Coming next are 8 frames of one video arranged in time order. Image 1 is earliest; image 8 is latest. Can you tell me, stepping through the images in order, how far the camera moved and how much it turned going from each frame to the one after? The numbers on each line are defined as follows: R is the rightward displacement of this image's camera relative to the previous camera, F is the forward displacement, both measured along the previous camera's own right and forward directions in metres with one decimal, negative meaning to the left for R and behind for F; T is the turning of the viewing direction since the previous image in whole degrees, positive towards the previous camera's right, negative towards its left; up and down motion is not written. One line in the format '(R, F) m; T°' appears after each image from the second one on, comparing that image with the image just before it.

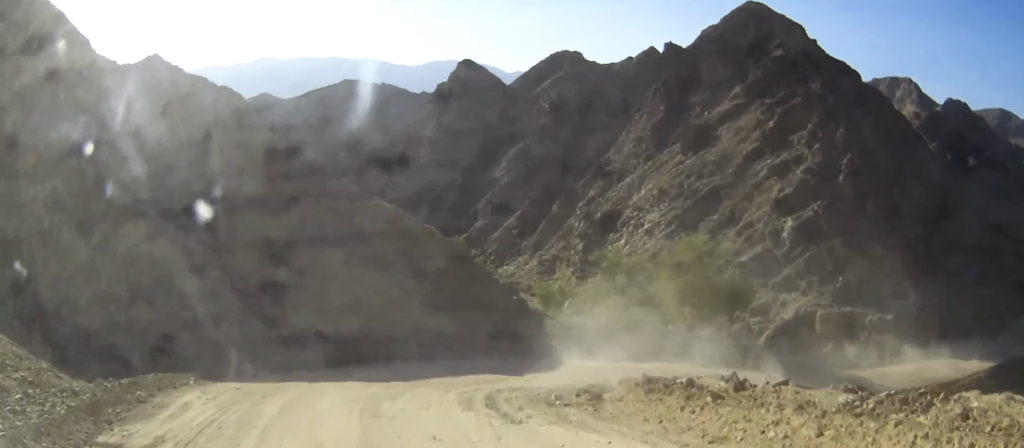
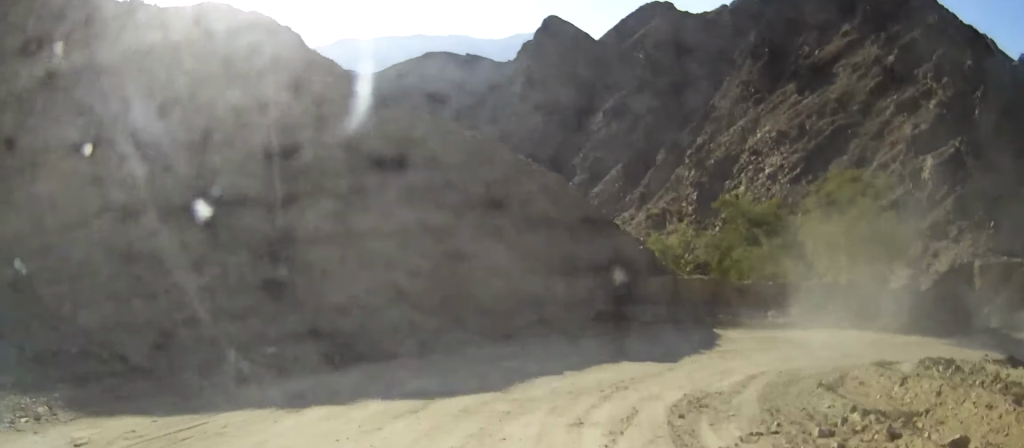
(-0.7, +11.2) m; +1°
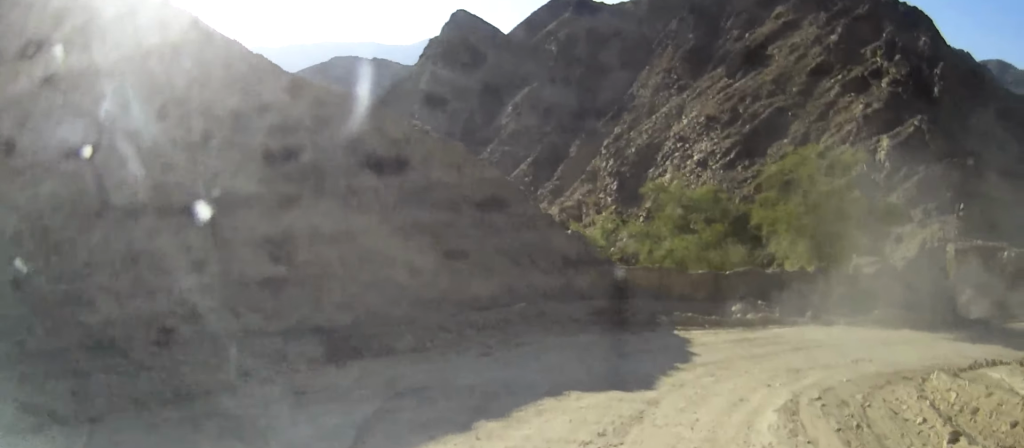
(+0.6, +7.0) m; +14°
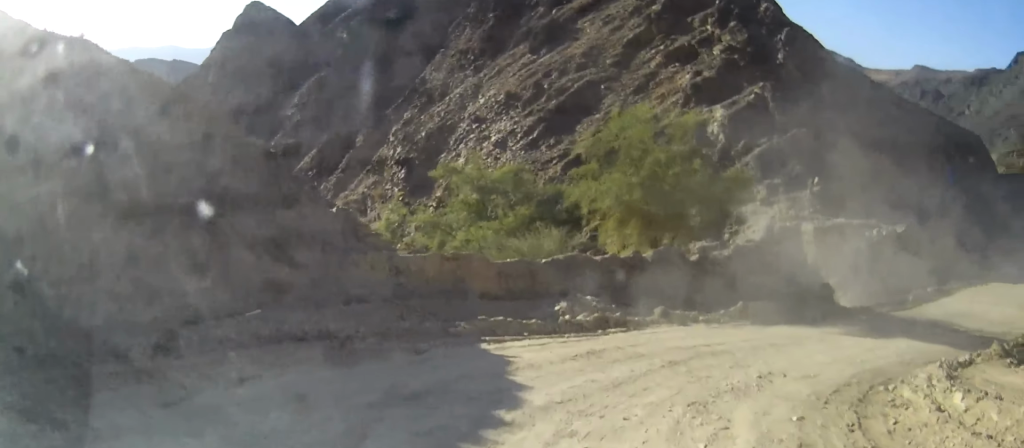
(+0.9, +6.4) m; +17°
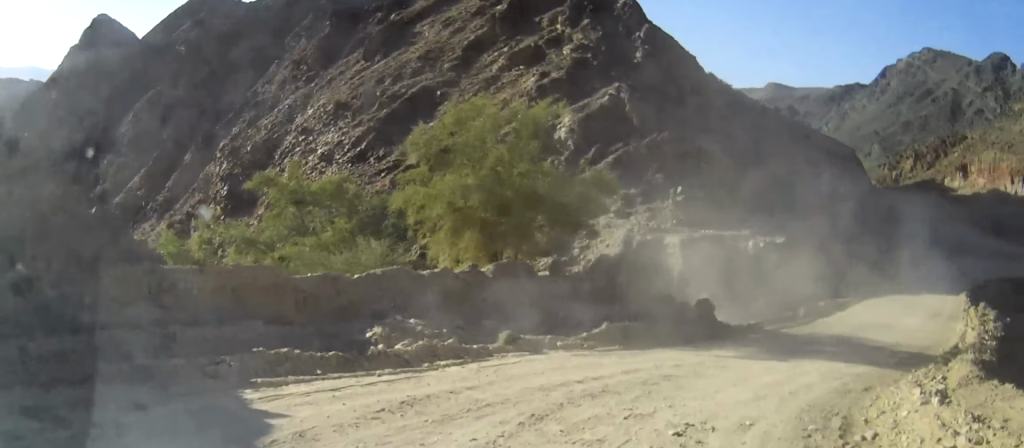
(+0.6, +4.5) m; +12°
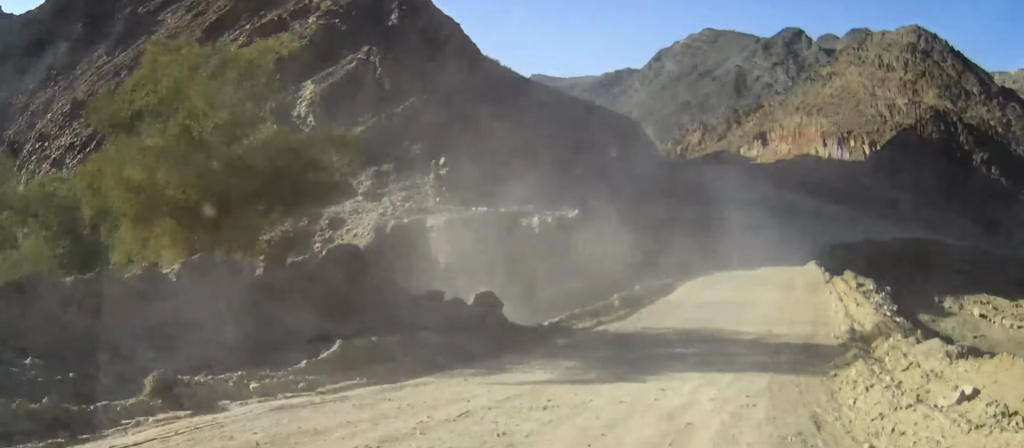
(+1.1, +6.9) m; +16°
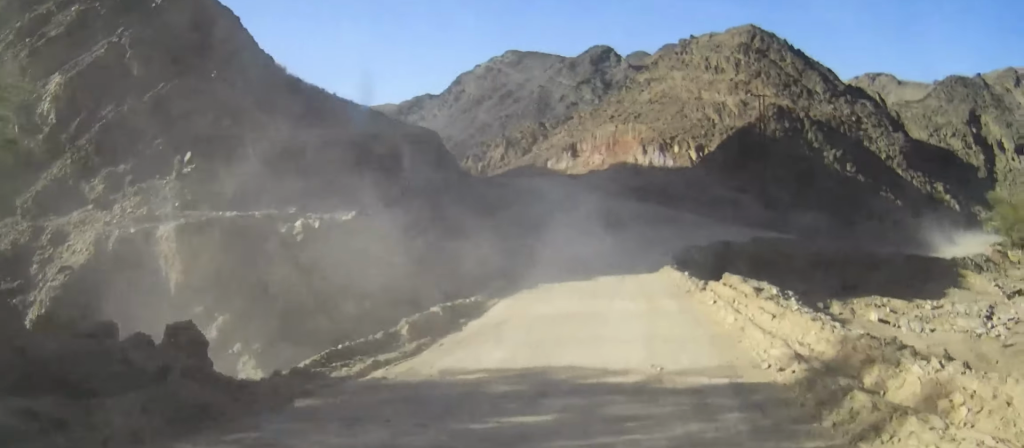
(+0.9, +7.6) m; +10°
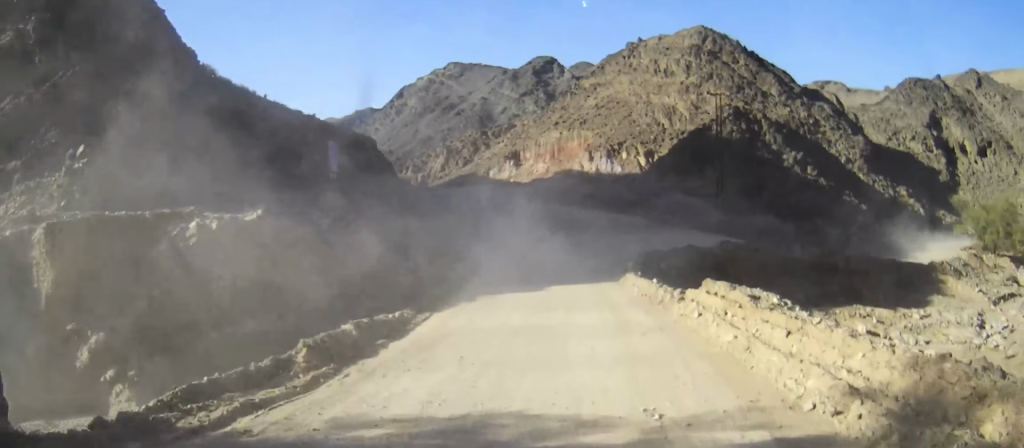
(+0.1, +3.9) m; +3°
